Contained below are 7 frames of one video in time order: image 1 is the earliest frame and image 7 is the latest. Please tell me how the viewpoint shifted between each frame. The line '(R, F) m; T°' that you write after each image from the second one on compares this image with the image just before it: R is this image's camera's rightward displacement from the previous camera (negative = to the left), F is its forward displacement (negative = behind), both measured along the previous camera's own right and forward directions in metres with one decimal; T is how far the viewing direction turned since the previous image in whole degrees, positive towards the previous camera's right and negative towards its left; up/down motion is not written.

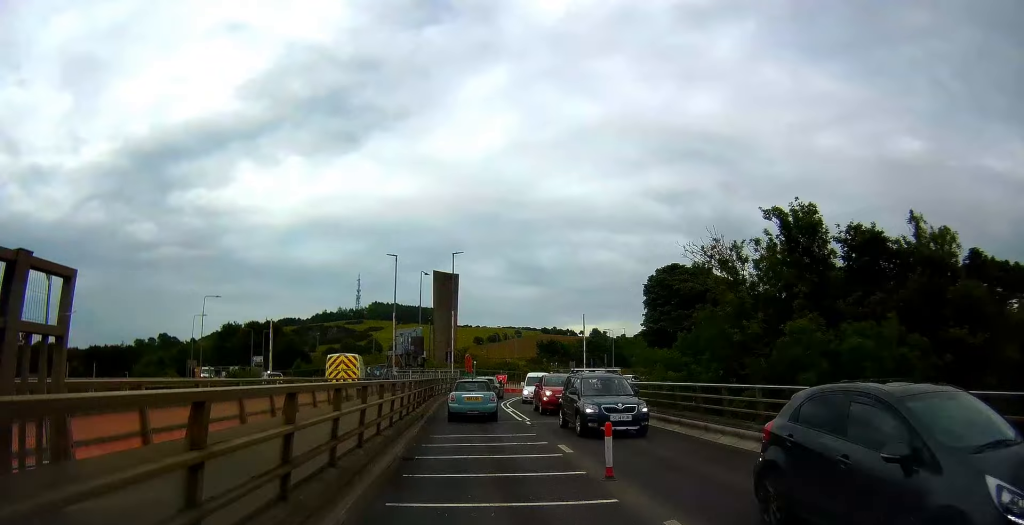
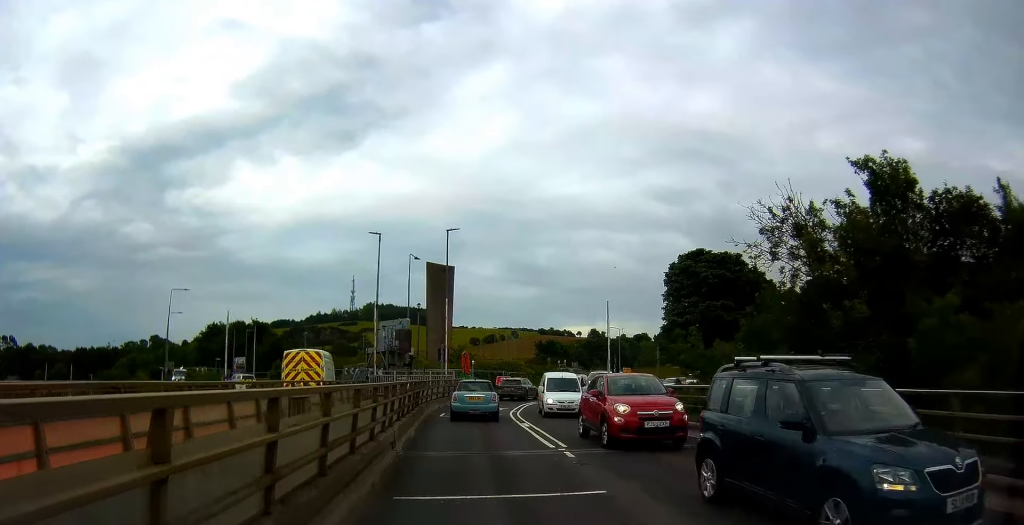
(+0.1, +8.2) m; -1°
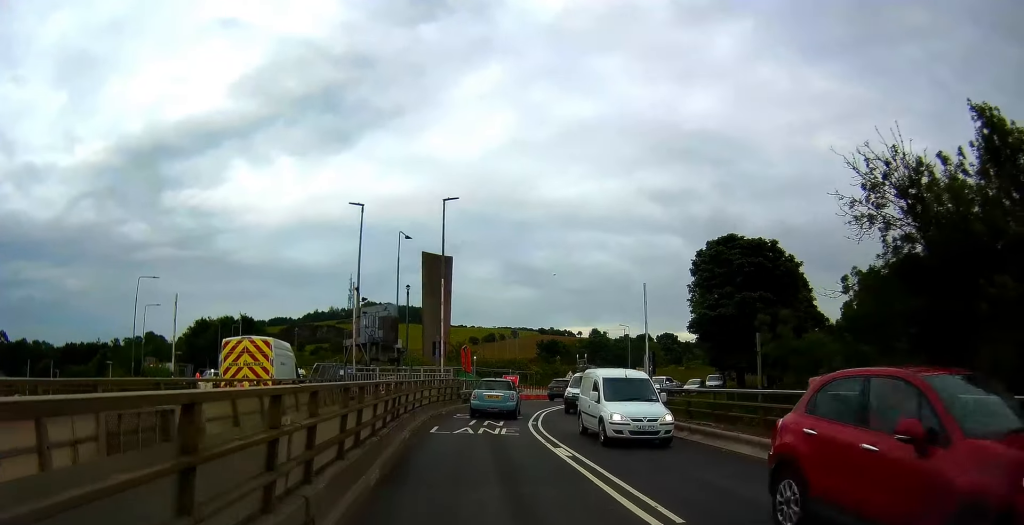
(-0.4, +7.1) m; 0°
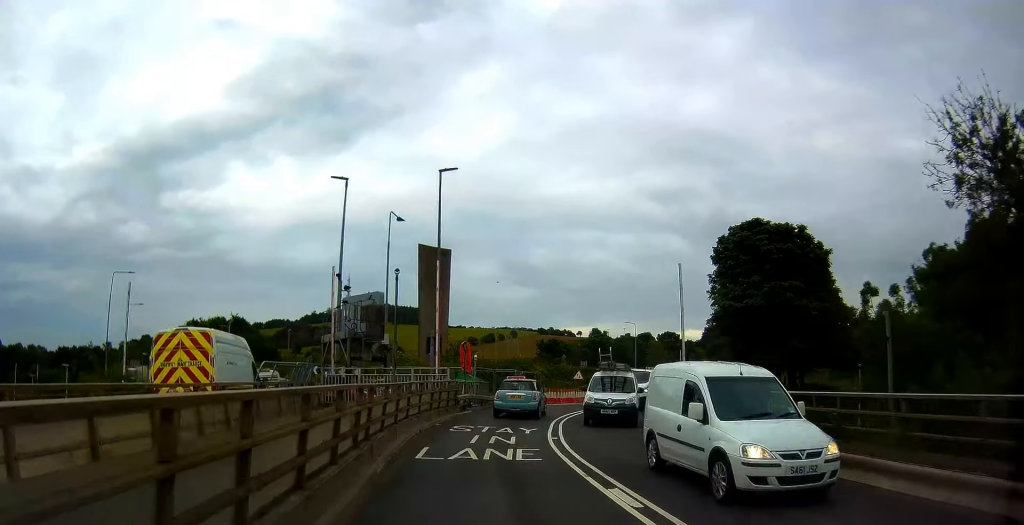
(+0.2, +4.5) m; +2°
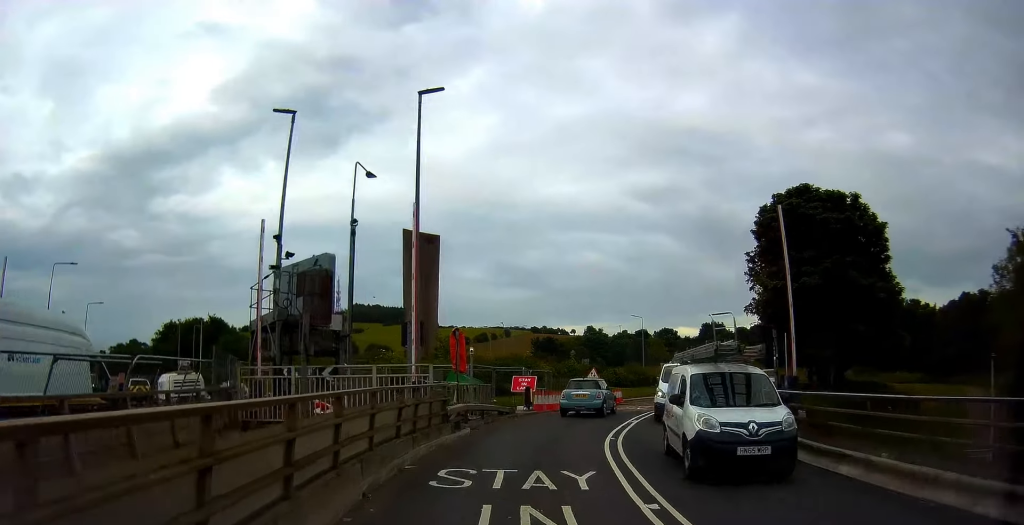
(+0.2, +8.5) m; +2°
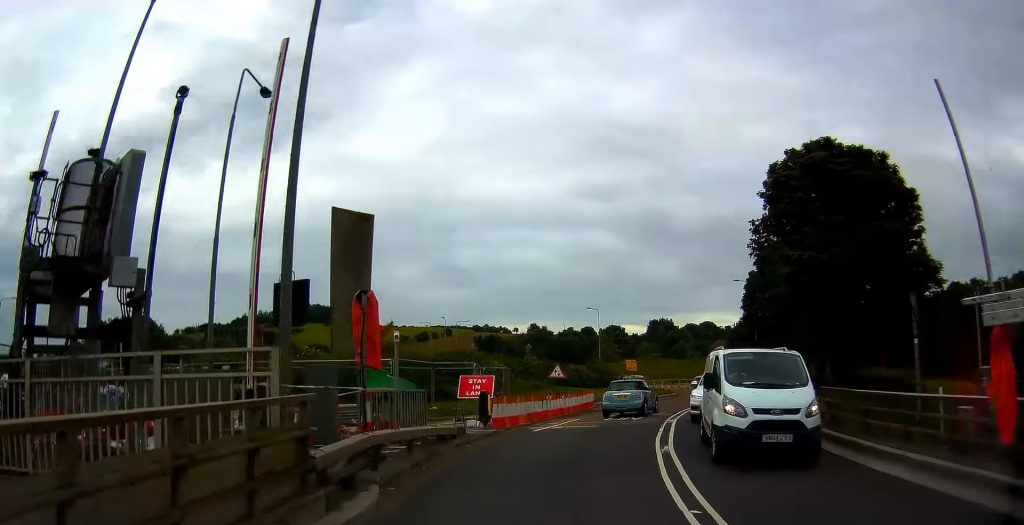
(+0.1, +8.2) m; +4°
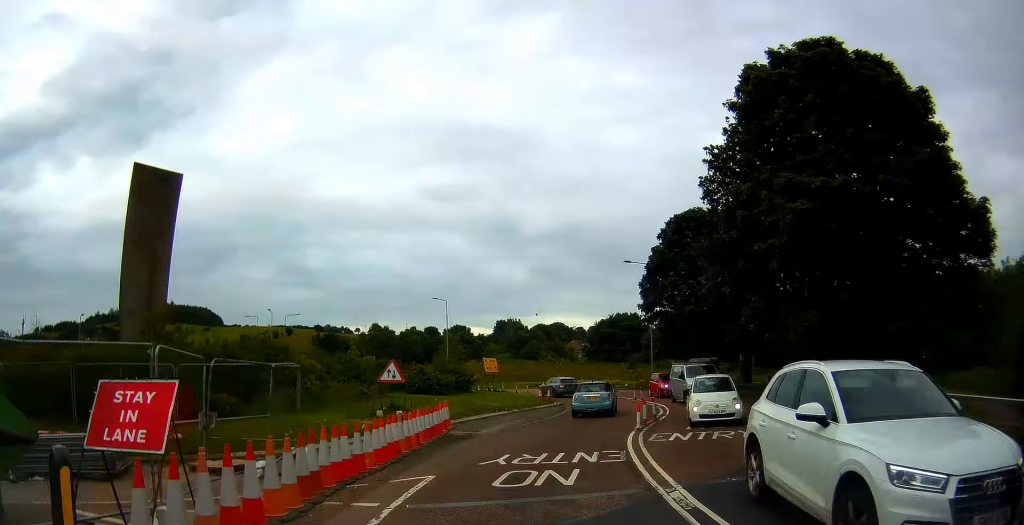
(+0.8, +11.7) m; +8°
